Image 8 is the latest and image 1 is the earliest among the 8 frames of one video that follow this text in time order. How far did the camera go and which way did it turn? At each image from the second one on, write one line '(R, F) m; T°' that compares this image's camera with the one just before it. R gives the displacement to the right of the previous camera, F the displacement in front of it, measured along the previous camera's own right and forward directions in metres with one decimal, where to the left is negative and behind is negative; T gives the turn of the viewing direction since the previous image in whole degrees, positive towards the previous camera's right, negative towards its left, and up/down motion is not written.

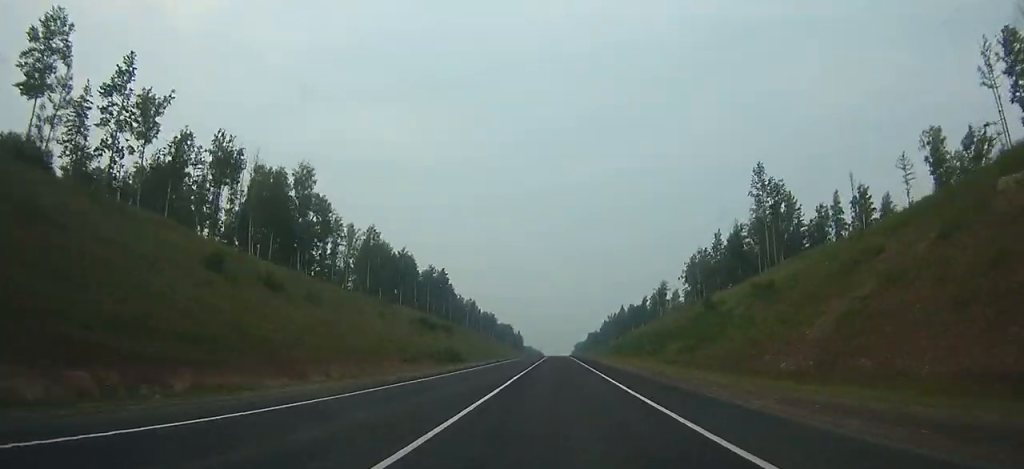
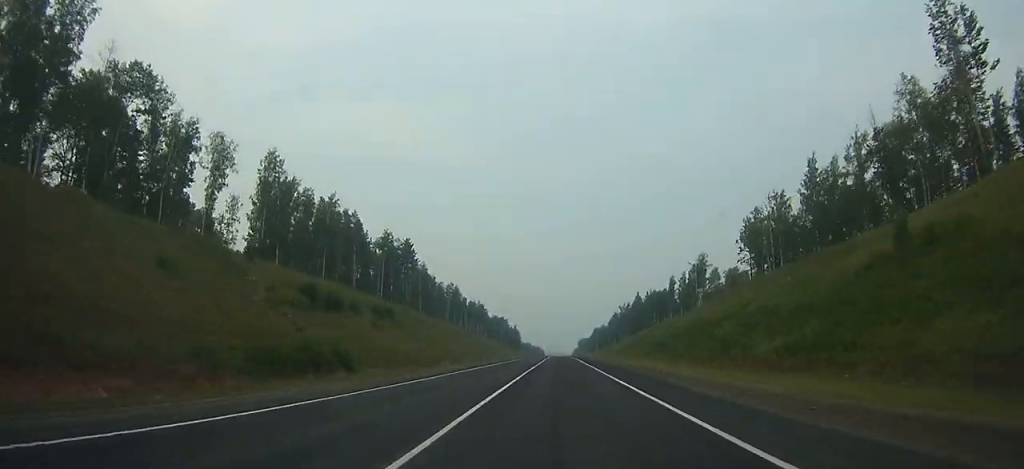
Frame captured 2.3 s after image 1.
(0.0, +72.6) m; 0°
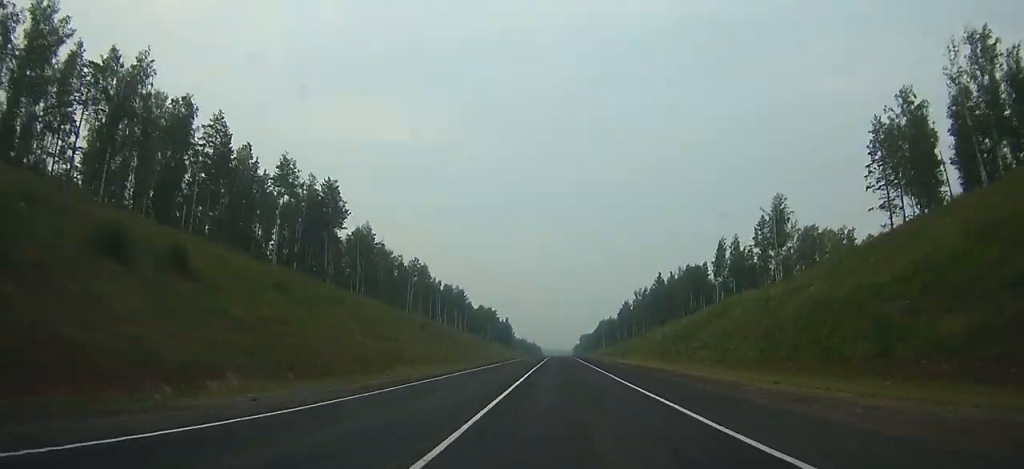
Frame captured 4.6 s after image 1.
(+0.1, +72.4) m; 0°
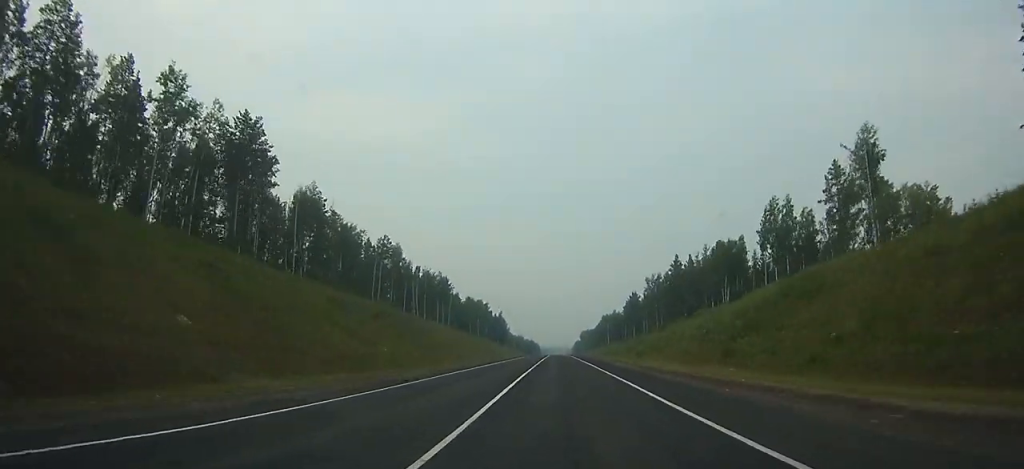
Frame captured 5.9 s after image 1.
(+0.1, +40.5) m; 0°
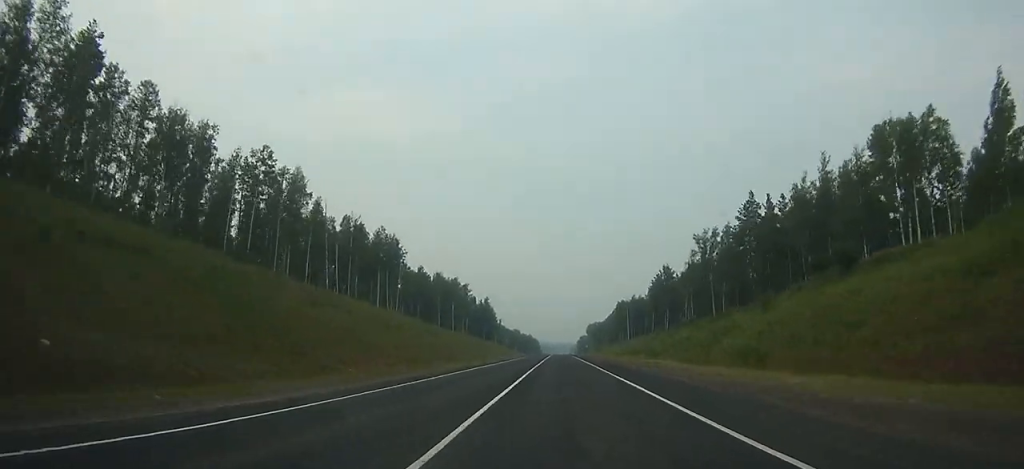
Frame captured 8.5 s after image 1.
(0.0, +80.0) m; 0°
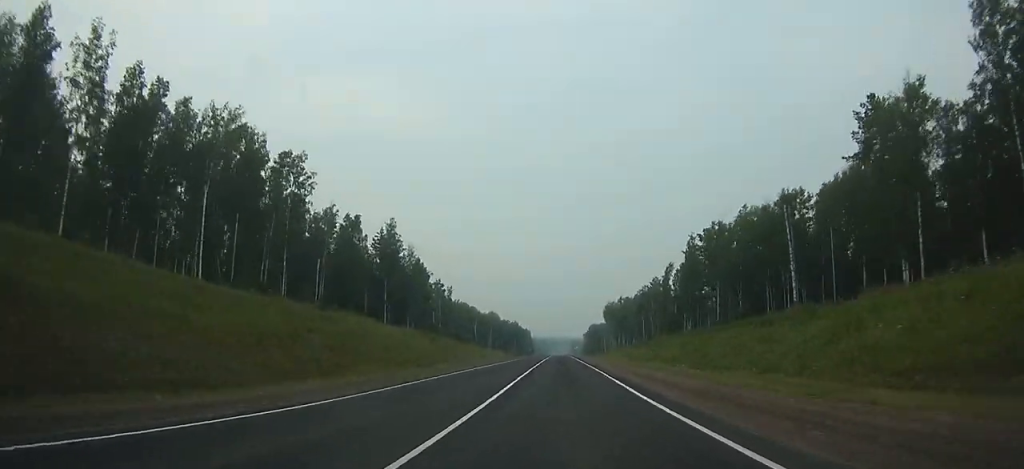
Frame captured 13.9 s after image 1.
(+0.2, +165.5) m; 0°
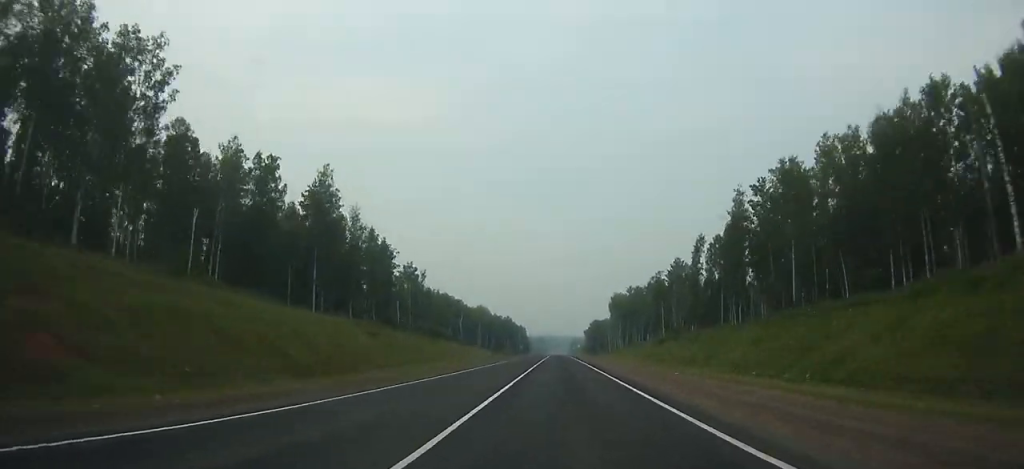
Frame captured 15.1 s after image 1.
(-0.1, +38.3) m; 0°
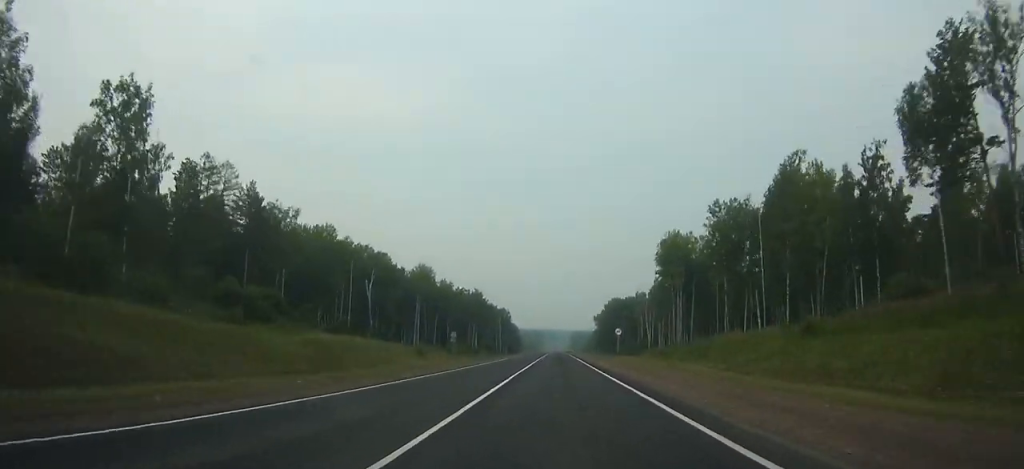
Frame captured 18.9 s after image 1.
(0.0, +120.6) m; 0°
